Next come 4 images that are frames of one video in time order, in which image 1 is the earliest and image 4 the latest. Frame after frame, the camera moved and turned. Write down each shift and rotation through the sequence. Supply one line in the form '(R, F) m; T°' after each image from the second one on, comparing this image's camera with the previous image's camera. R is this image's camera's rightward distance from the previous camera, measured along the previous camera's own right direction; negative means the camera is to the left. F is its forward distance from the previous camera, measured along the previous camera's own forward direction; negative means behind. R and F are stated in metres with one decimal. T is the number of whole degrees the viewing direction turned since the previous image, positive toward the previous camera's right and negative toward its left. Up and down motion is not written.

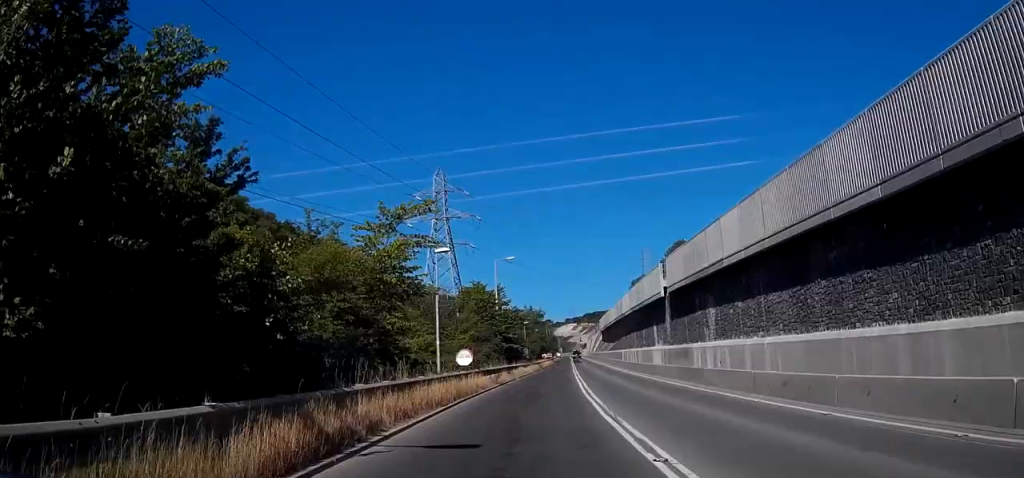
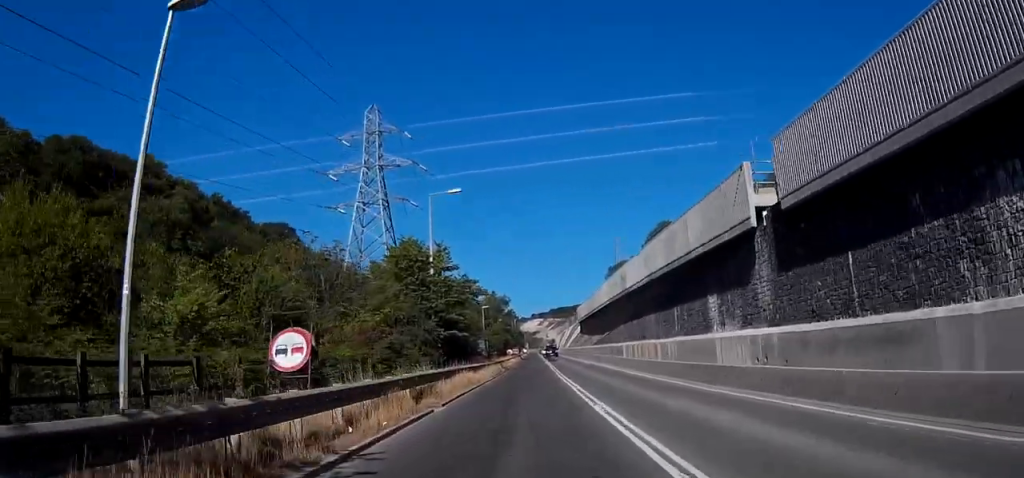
(+0.9, +25.0) m; +4°
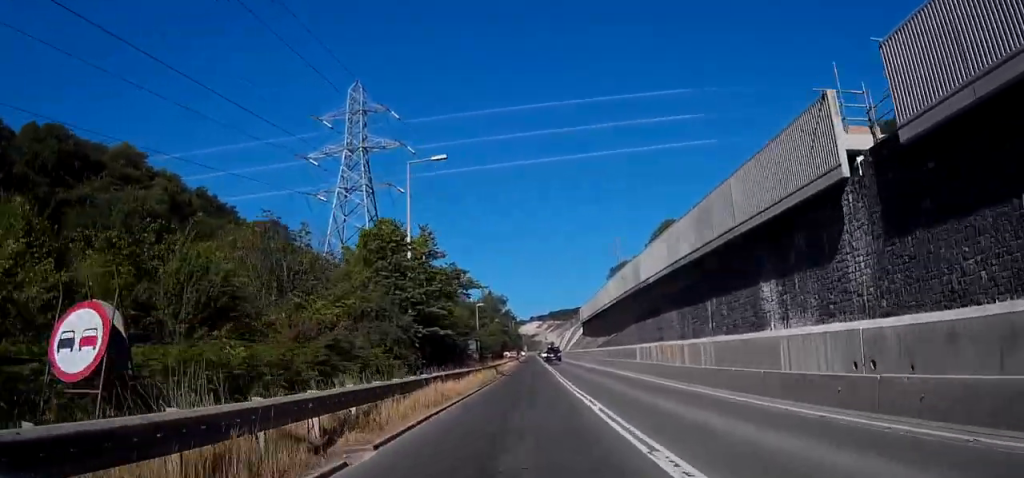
(+0.2, +7.3) m; +1°
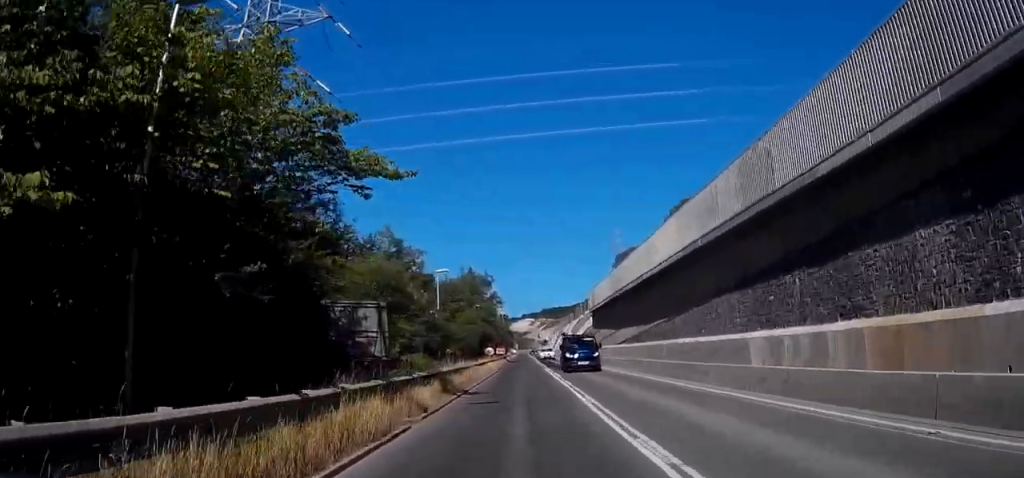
(+0.4, +25.7) m; +1°
